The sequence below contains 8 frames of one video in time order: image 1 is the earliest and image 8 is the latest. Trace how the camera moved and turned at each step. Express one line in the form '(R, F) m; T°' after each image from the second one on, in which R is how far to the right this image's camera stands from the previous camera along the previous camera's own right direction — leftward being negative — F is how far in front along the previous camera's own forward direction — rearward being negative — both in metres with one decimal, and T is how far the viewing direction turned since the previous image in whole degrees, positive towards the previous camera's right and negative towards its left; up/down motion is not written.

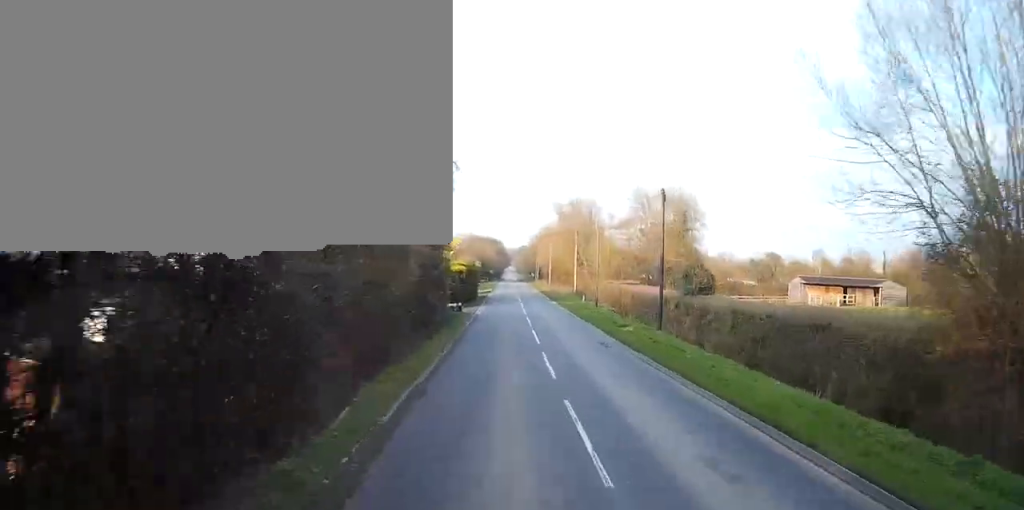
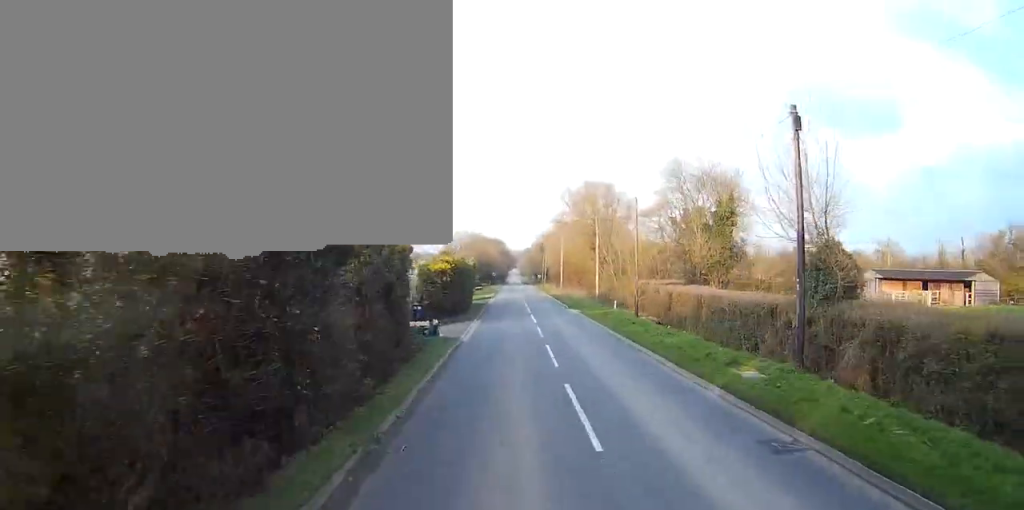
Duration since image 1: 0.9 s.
(-0.1, +16.0) m; 0°
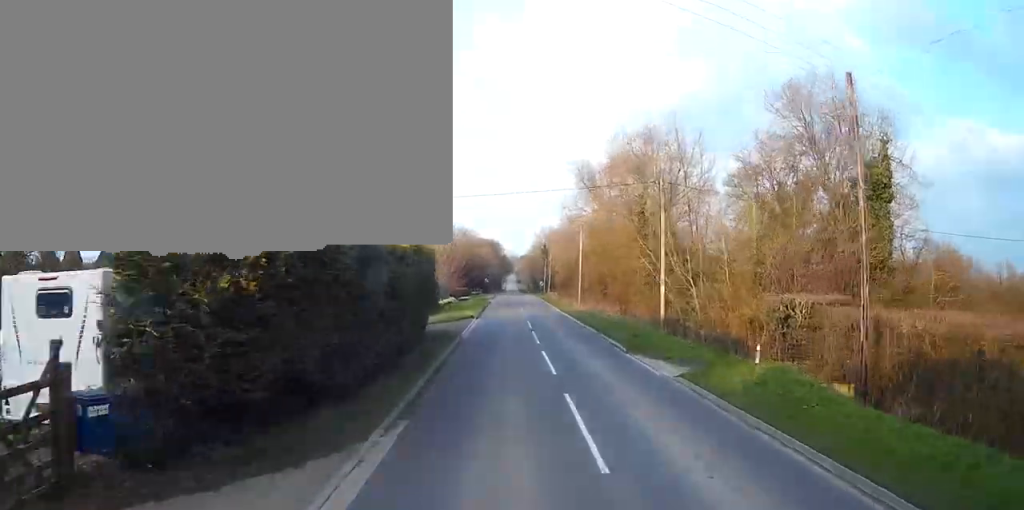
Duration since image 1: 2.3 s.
(-0.1, +27.0) m; 0°
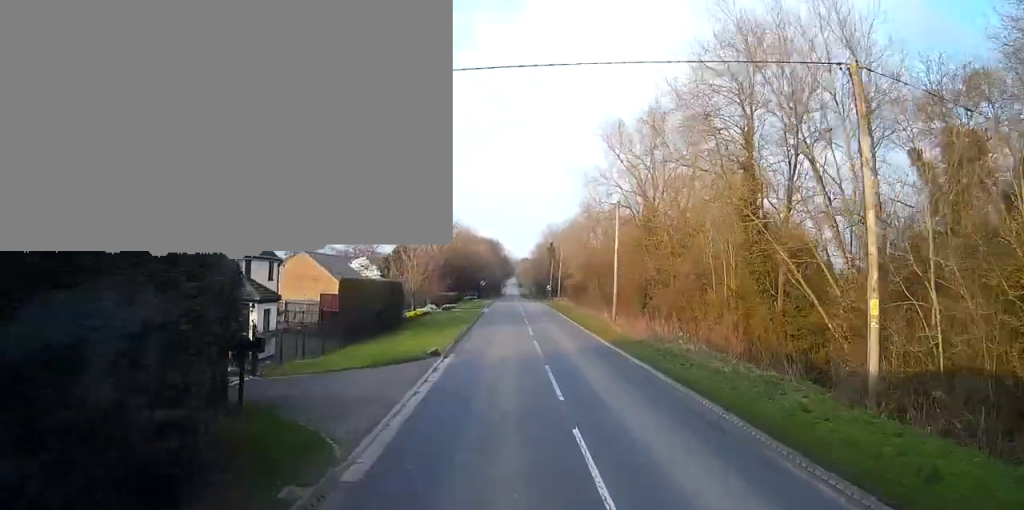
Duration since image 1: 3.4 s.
(-0.1, +20.4) m; 0°
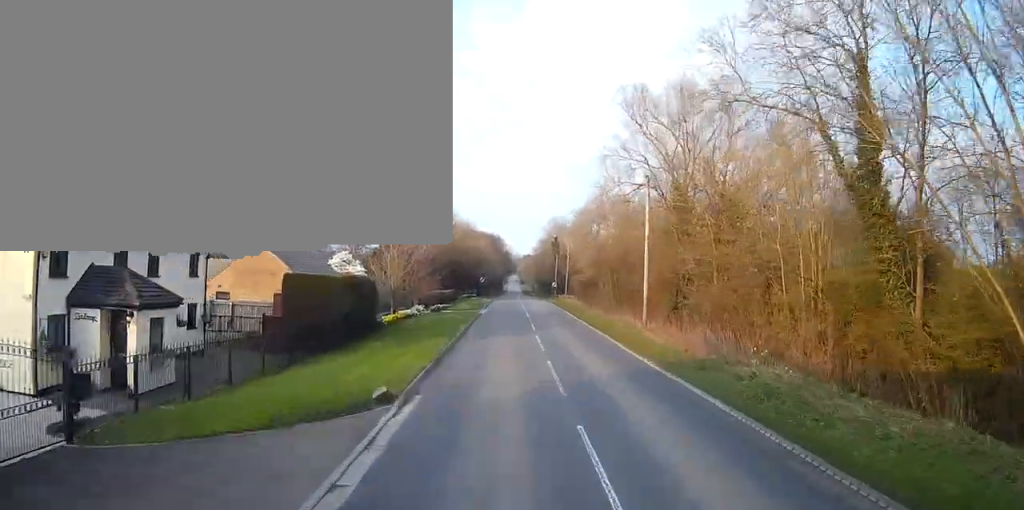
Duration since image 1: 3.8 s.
(+0.1, +9.0) m; 0°
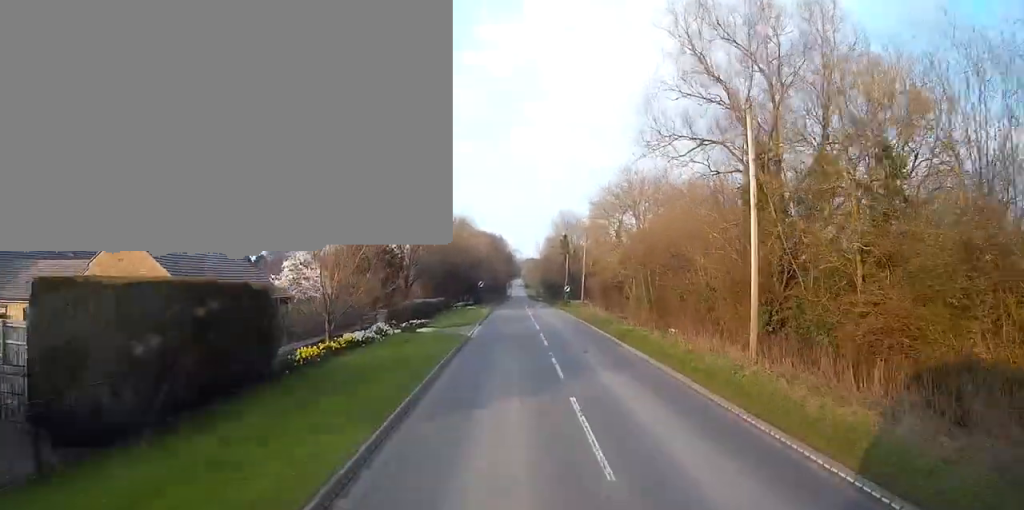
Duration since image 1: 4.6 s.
(+0.1, +14.9) m; 0°
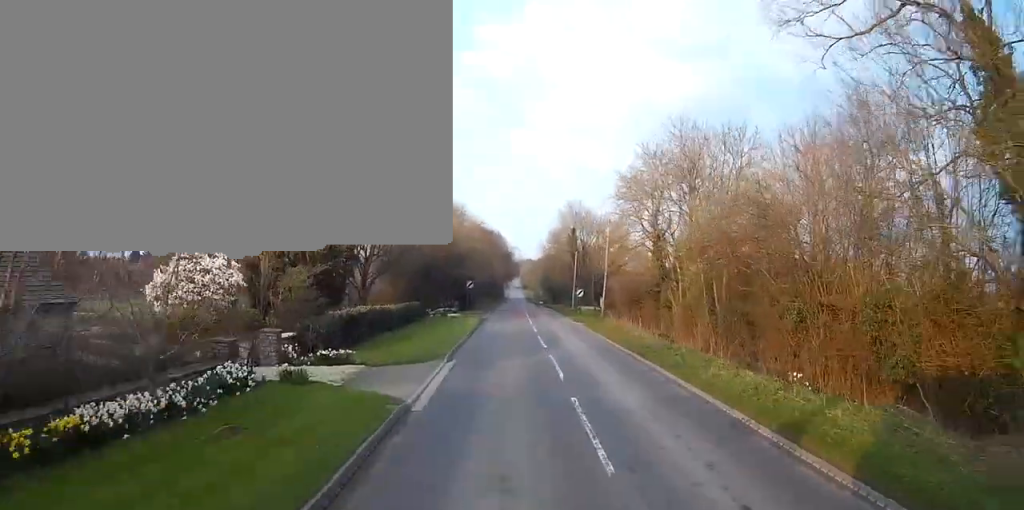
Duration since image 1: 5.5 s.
(0.0, +17.5) m; 0°
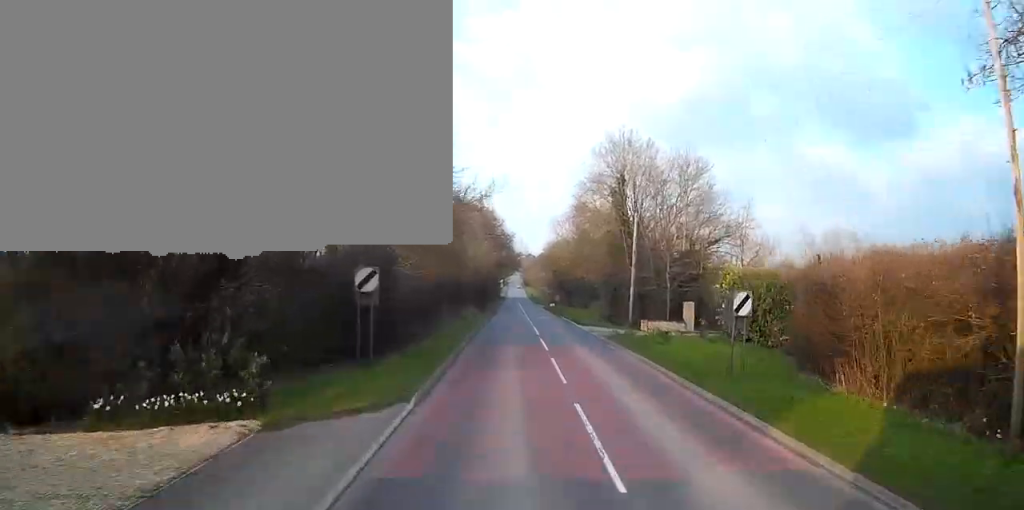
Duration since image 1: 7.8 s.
(-0.5, +44.5) m; -2°
